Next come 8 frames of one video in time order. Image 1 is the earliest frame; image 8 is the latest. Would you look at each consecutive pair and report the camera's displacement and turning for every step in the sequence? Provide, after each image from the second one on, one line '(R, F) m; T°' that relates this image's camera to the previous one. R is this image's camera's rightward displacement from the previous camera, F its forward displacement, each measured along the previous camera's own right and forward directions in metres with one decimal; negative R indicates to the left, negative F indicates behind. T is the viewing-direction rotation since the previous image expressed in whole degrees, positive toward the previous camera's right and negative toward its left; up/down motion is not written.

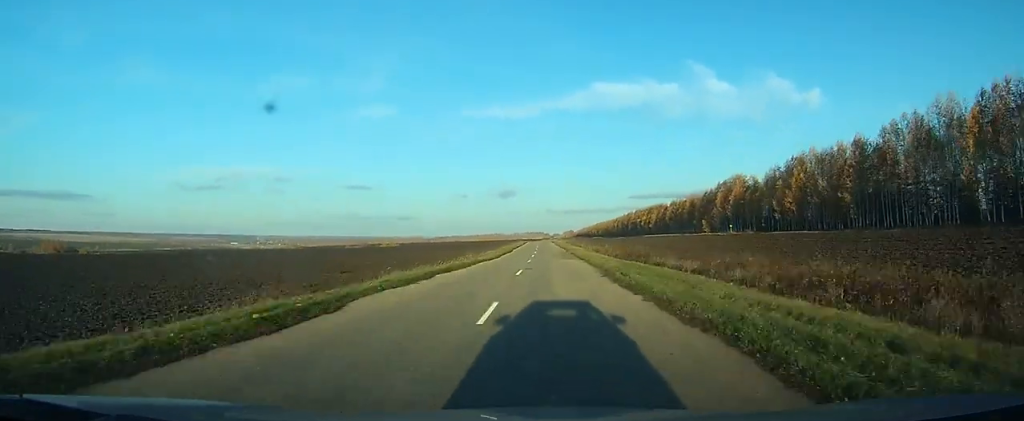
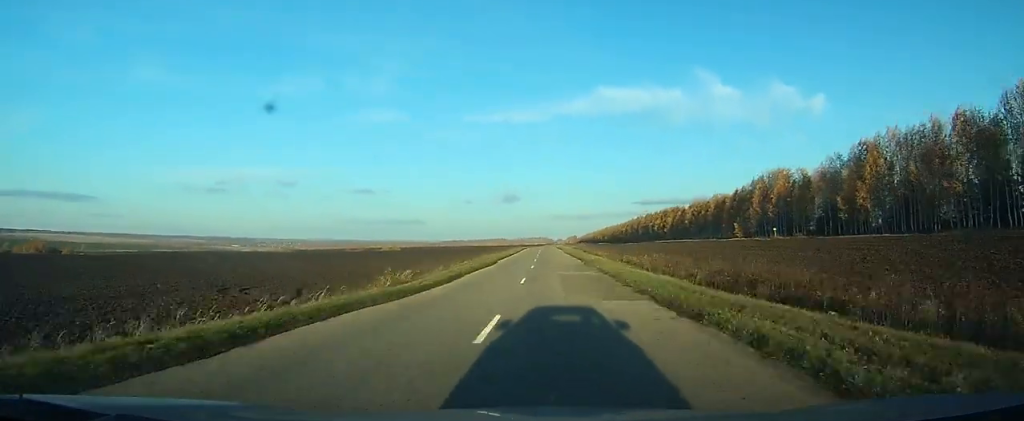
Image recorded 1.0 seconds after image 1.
(0.0, +24.1) m; 0°
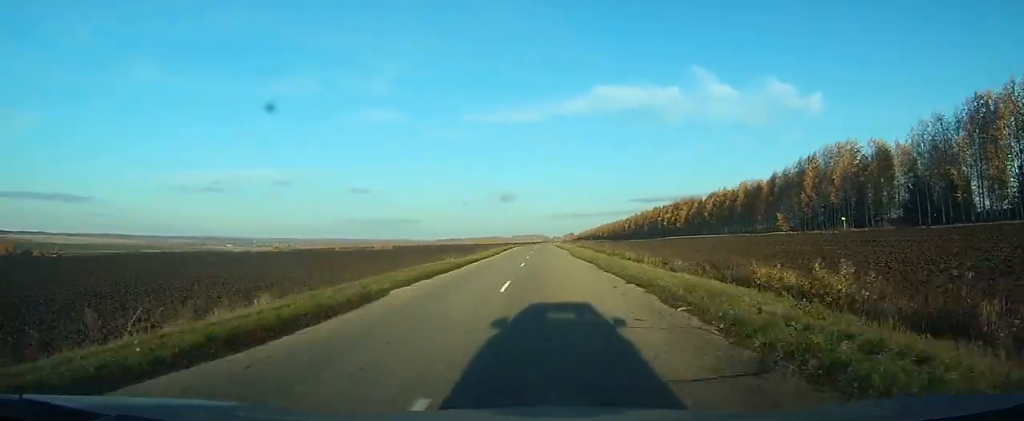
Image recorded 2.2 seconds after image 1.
(0.0, +28.8) m; 0°
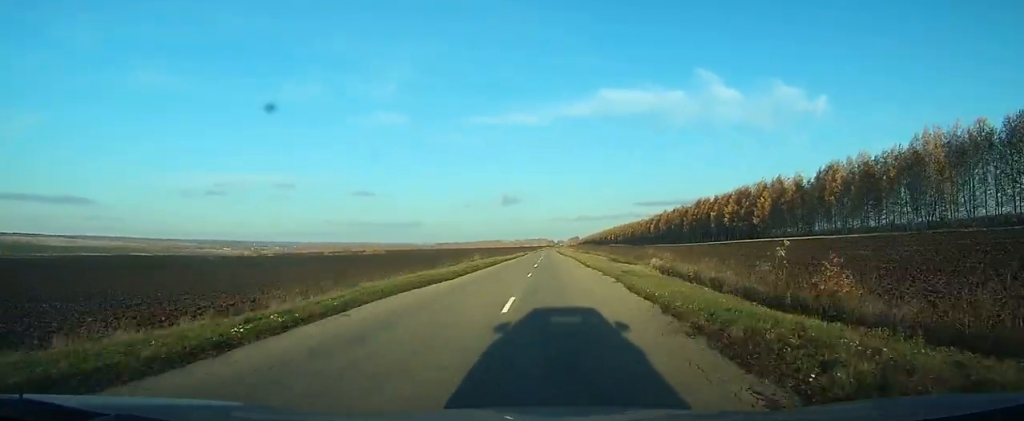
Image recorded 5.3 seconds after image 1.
(0.0, +79.2) m; 0°
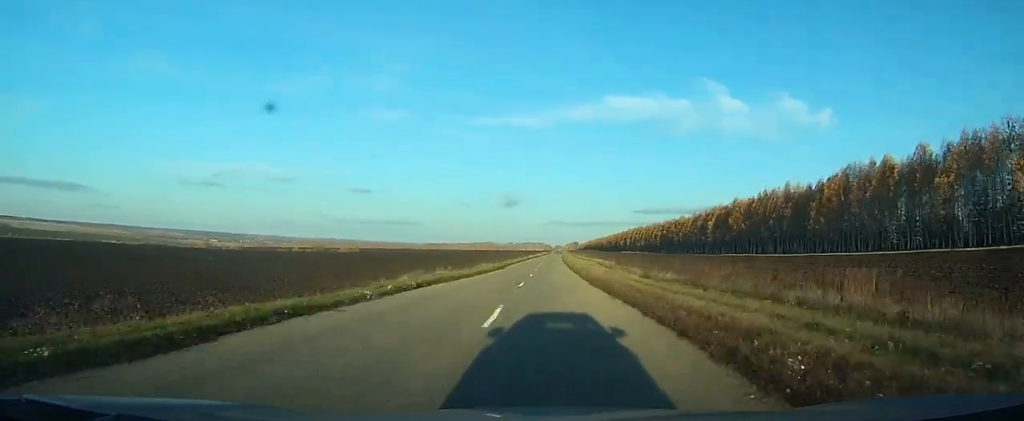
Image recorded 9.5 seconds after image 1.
(+0.1, +105.6) m; 0°
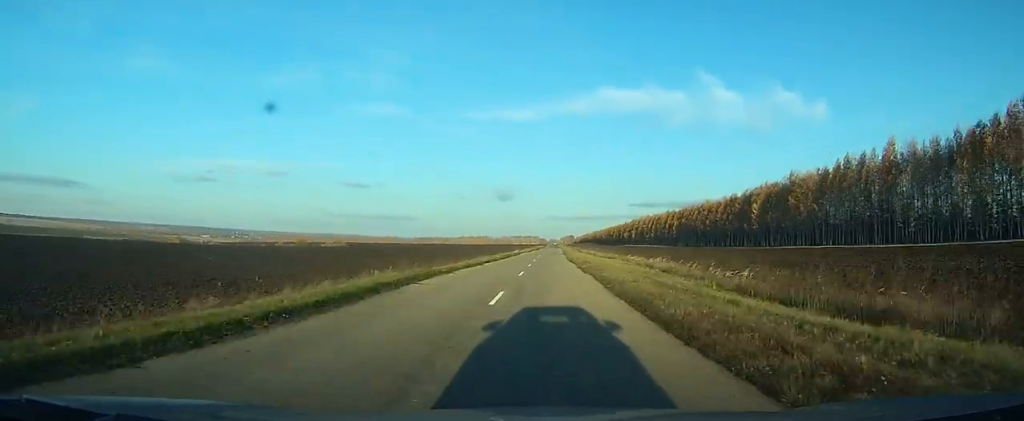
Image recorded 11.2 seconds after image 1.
(+0.1, +42.2) m; 0°
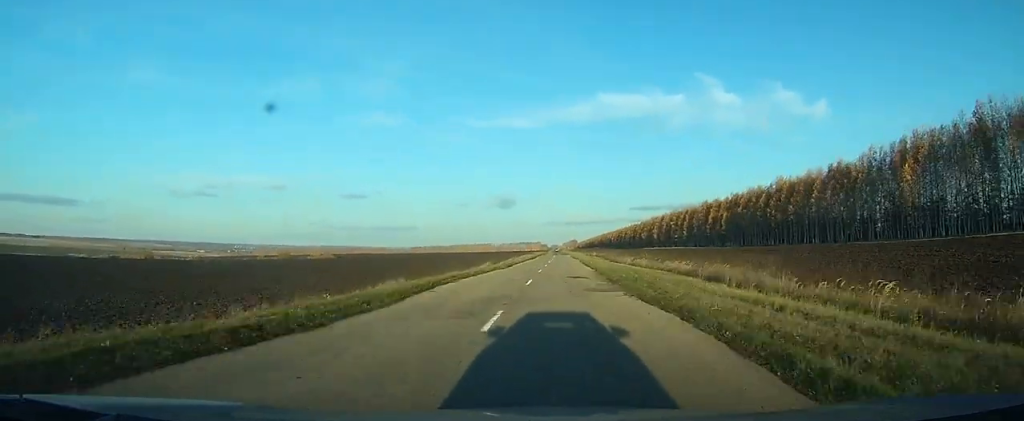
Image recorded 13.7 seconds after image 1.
(+0.3, +62.3) m; +1°
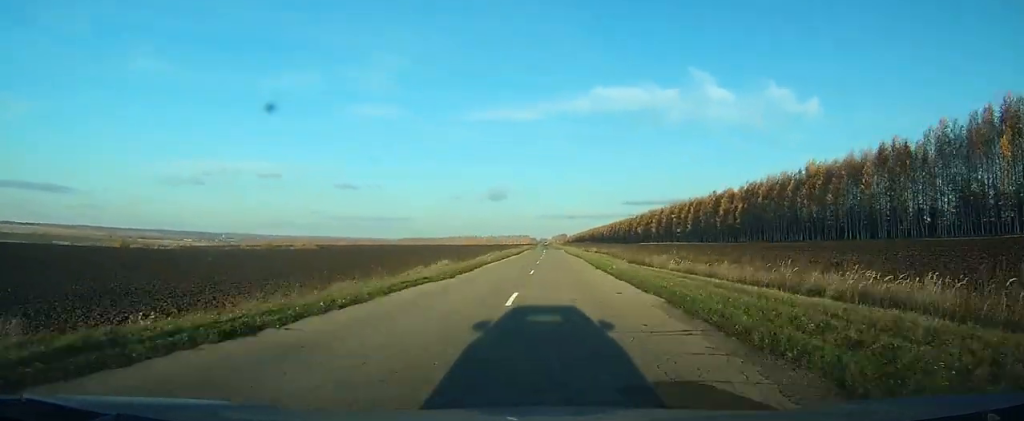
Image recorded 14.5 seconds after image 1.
(0.0, +22.2) m; 0°
